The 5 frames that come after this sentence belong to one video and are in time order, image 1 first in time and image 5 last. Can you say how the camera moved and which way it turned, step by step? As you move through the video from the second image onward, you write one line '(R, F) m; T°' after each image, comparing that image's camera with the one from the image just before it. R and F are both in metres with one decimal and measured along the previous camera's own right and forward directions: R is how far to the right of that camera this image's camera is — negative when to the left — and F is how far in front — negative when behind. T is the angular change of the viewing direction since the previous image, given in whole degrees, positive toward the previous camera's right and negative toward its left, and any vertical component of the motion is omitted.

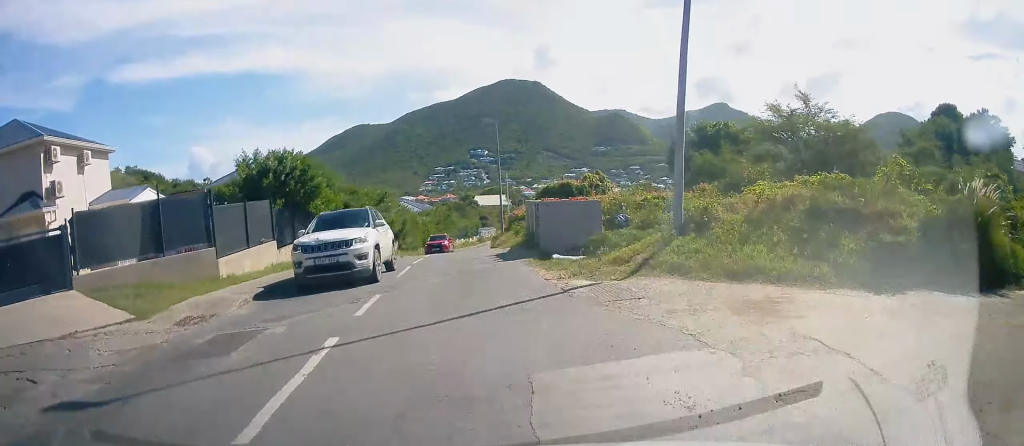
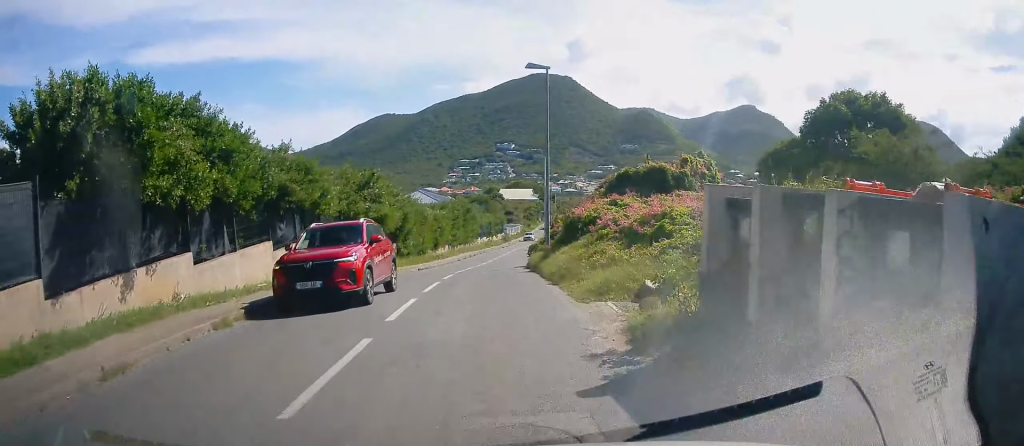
(-0.2, +13.4) m; 0°
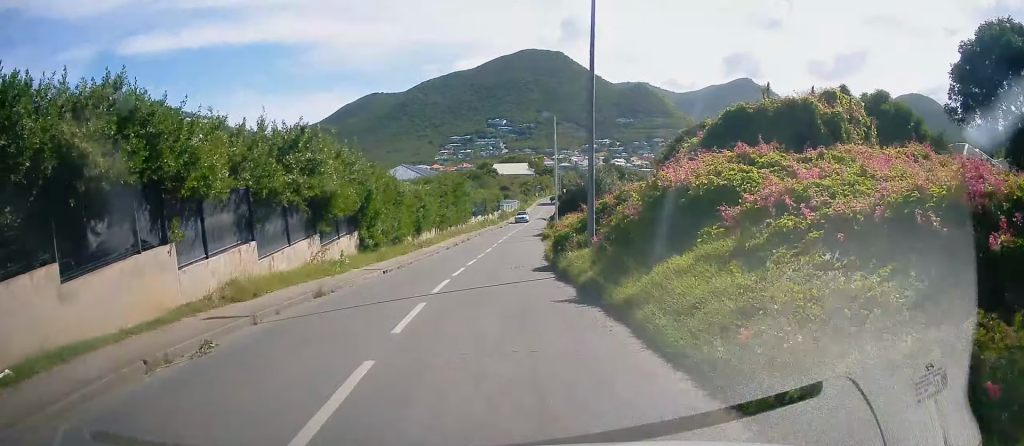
(+0.3, +9.9) m; +1°
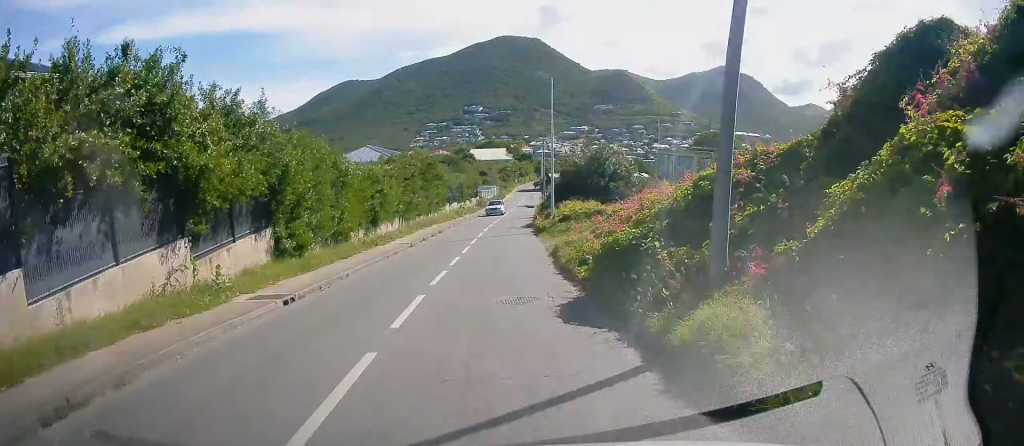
(0.0, +8.5) m; -1°
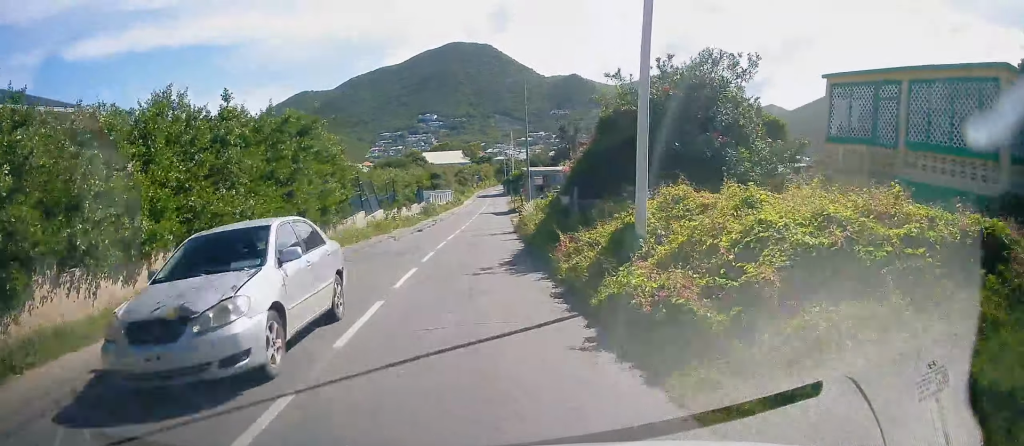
(+1.4, +22.5) m; +6°
